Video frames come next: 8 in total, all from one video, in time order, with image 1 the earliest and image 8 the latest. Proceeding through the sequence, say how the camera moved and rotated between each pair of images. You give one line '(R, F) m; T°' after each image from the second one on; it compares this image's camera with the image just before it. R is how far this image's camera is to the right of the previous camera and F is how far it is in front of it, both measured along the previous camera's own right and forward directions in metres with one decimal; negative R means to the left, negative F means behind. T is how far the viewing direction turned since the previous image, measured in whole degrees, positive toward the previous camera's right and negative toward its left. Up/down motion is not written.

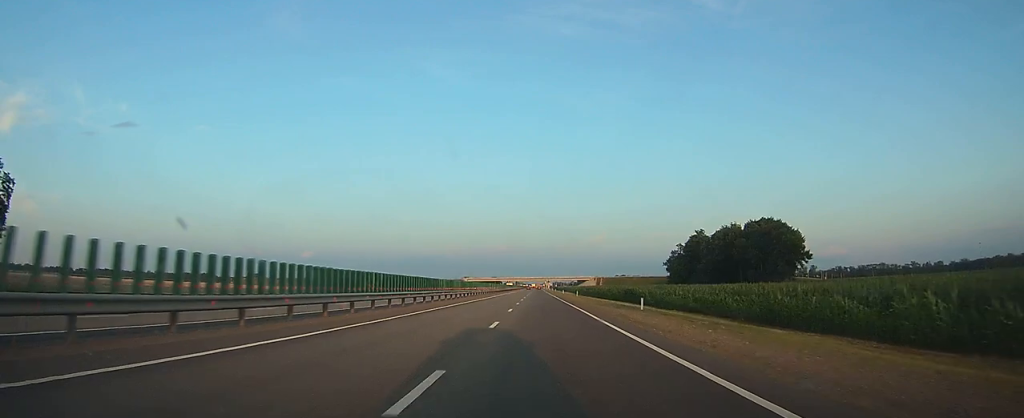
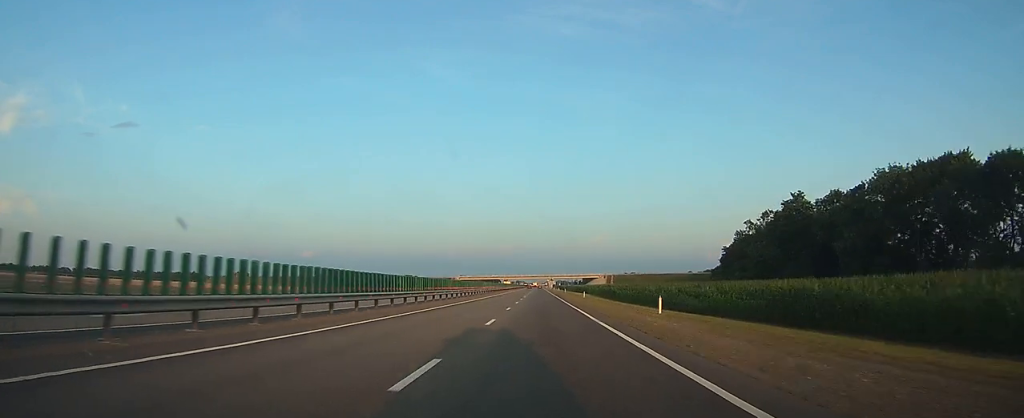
(+0.2, +58.1) m; 0°
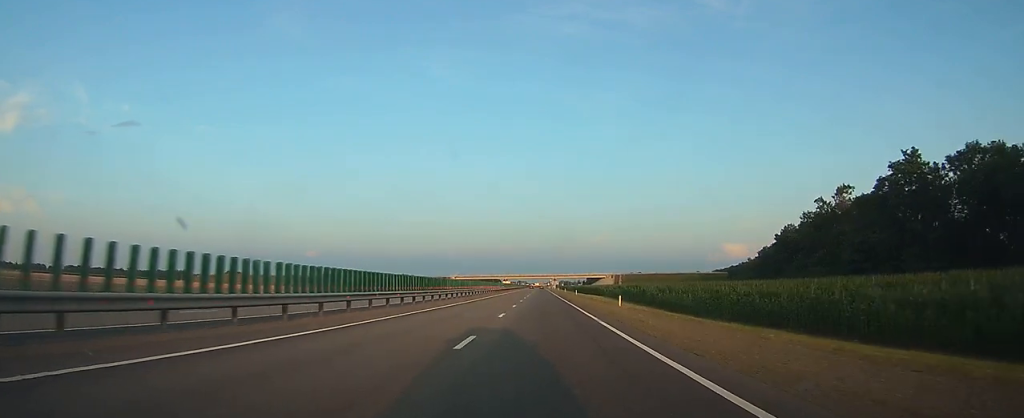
(+0.1, +31.0) m; 0°
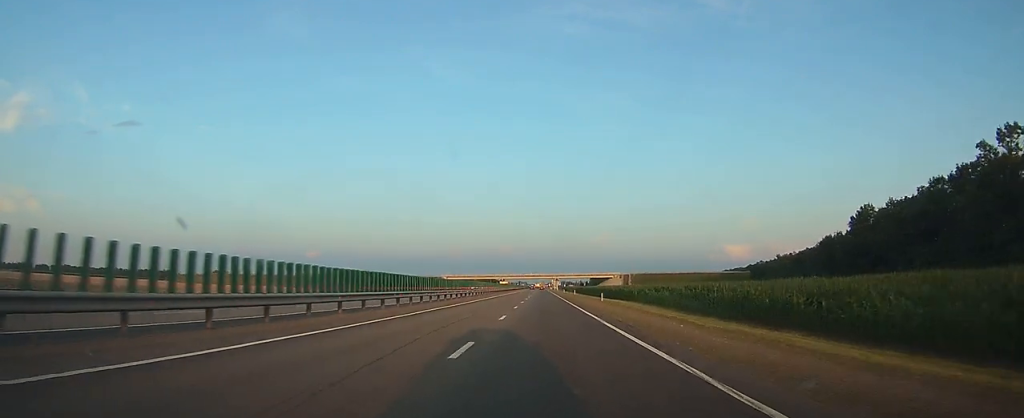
(+0.1, +37.1) m; 0°
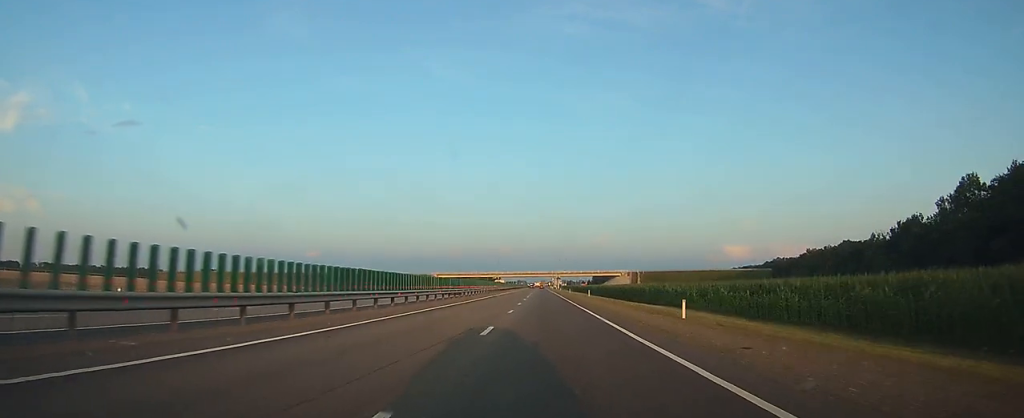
(0.0, +31.2) m; 0°
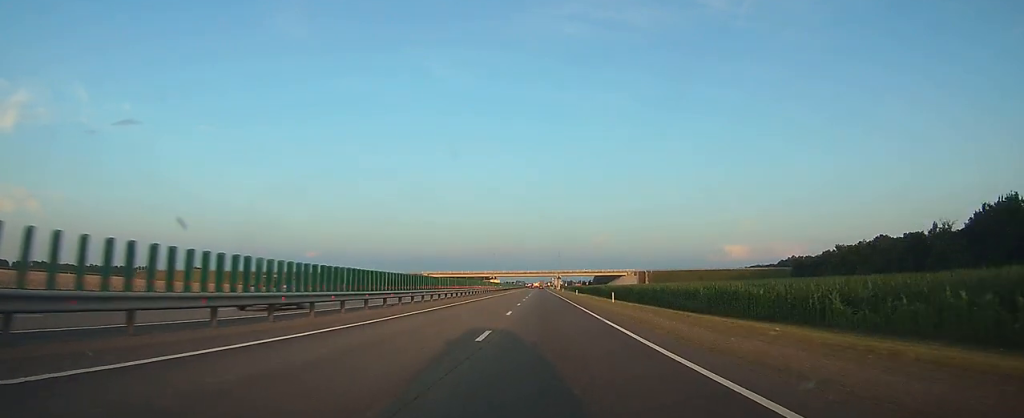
(0.0, +25.2) m; 0°
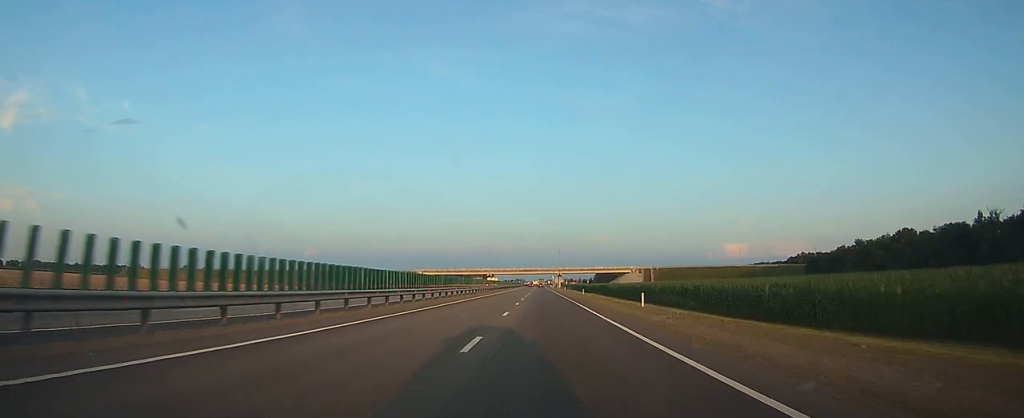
(0.0, +14.4) m; 0°
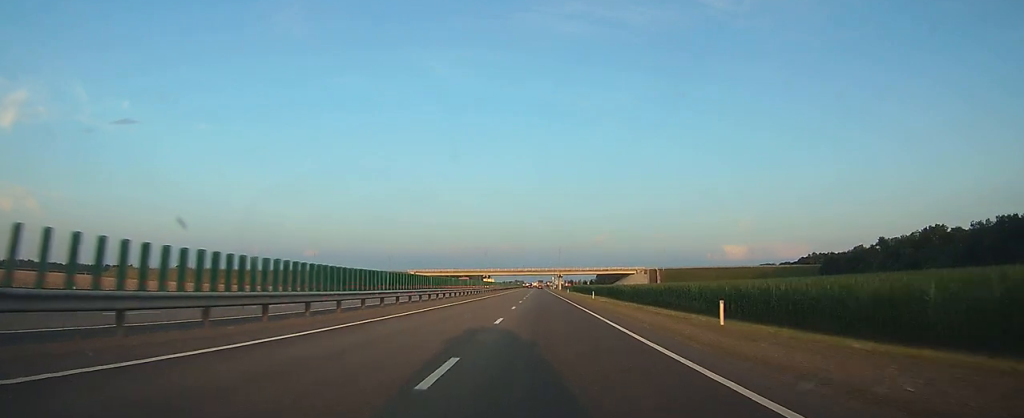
(0.0, +15.6) m; 0°
